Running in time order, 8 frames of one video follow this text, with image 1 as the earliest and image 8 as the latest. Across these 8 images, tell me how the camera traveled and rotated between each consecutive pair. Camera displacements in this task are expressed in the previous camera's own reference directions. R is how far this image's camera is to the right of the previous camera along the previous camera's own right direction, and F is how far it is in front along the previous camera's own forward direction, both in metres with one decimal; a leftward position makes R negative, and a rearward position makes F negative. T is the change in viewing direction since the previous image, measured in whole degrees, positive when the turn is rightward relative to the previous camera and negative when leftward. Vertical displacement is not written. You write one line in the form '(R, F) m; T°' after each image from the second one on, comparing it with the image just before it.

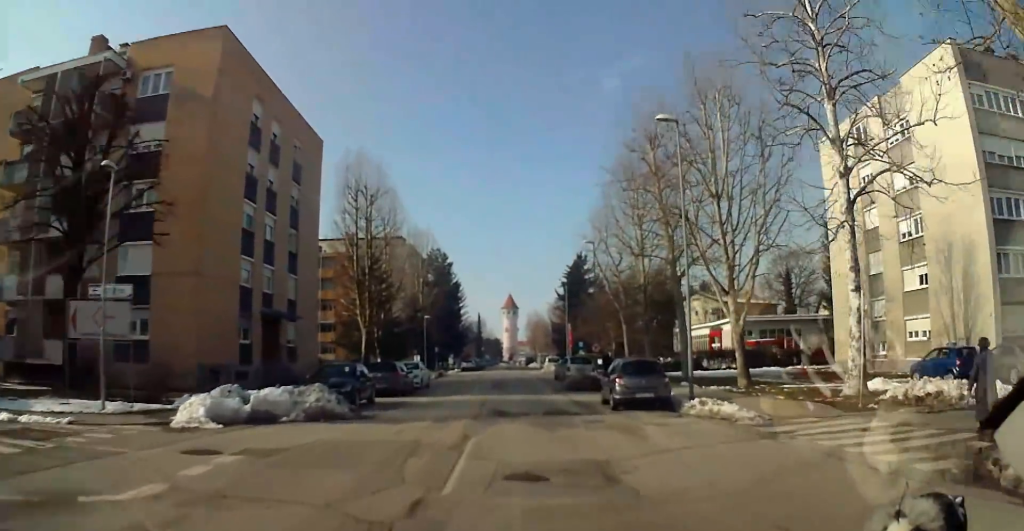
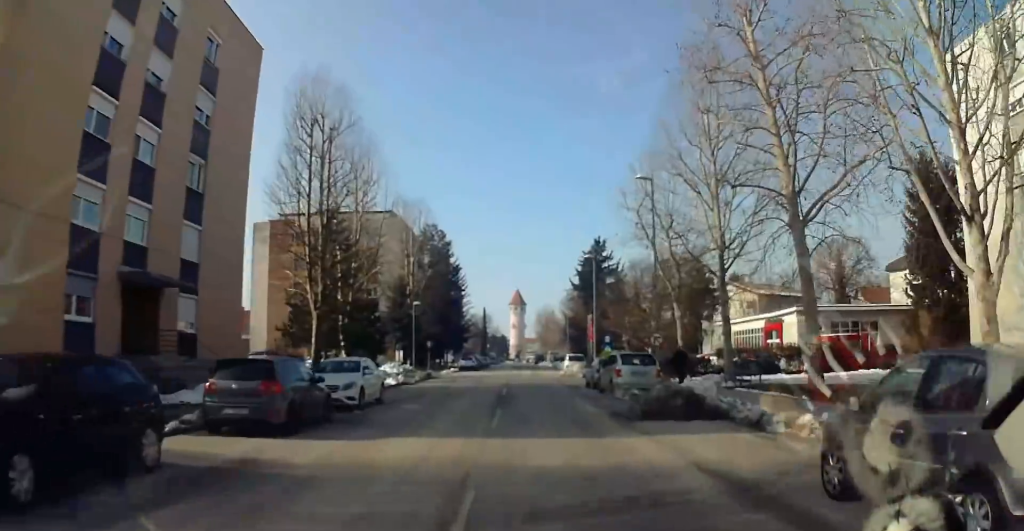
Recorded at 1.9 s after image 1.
(0.0, +15.6) m; -1°
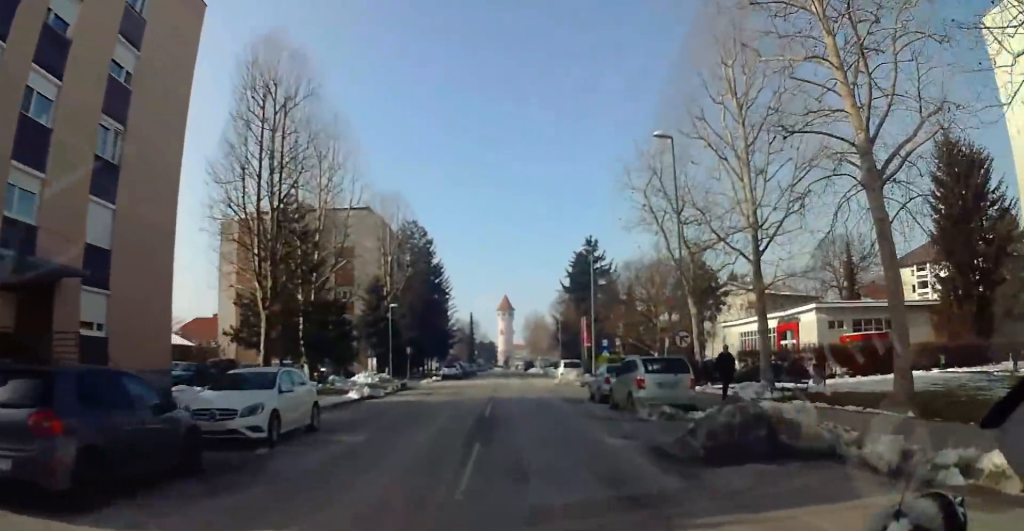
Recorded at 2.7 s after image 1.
(0.0, +6.3) m; 0°
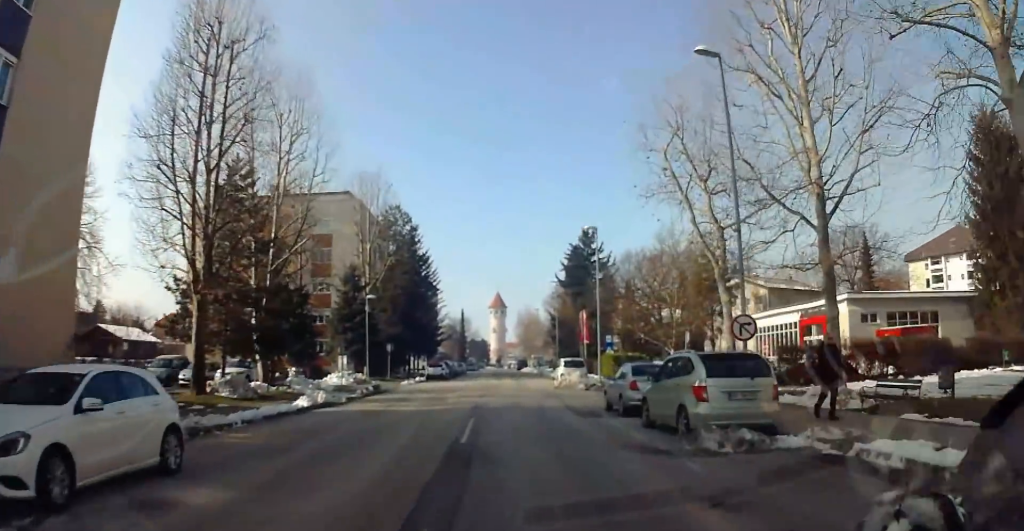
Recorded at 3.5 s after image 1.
(0.0, +6.5) m; 0°
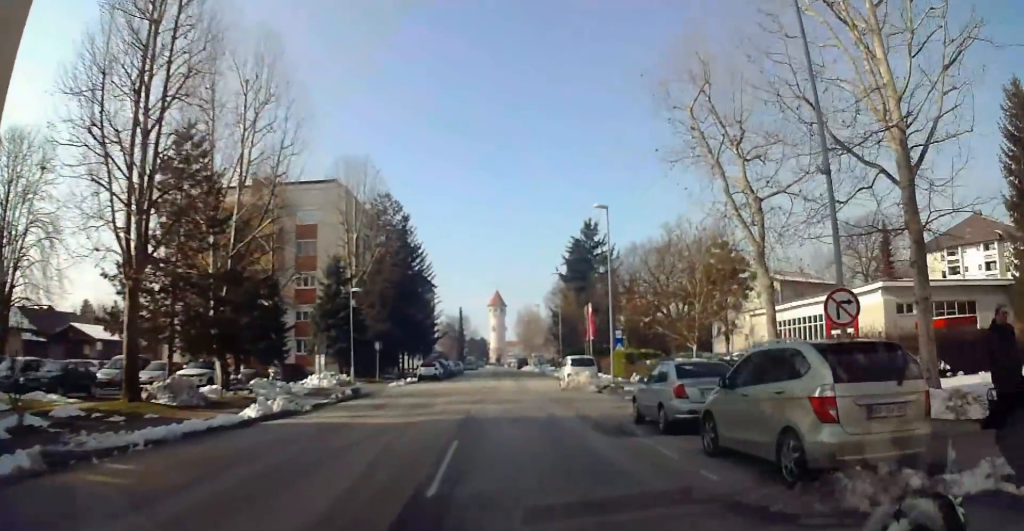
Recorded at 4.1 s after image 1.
(0.0, +4.9) m; 0°
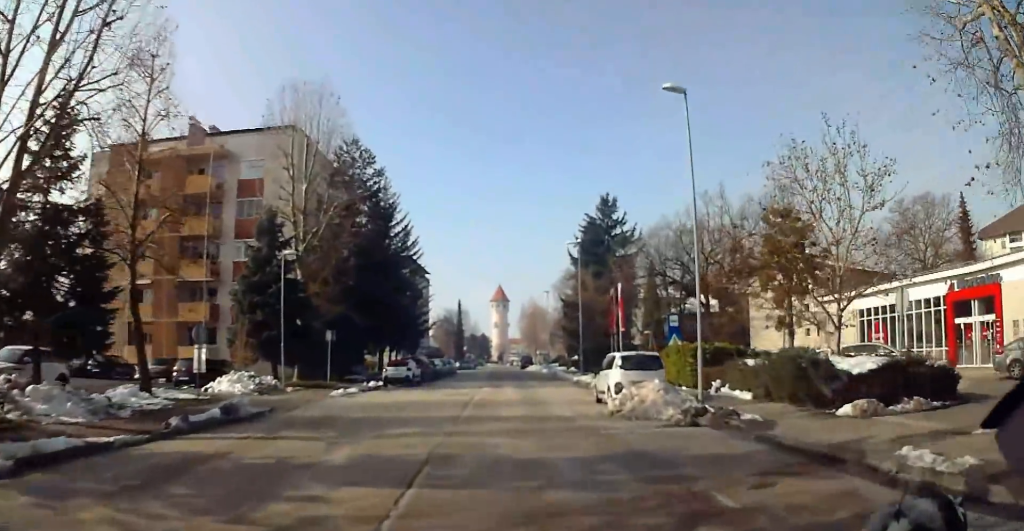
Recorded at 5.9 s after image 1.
(+0.2, +15.0) m; -3°
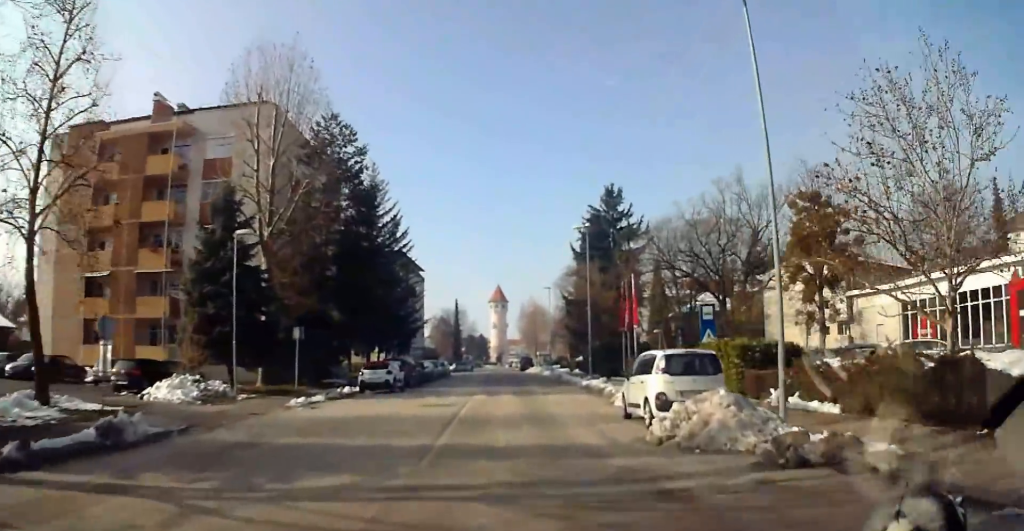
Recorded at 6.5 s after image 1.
(-0.4, +5.7) m; 0°
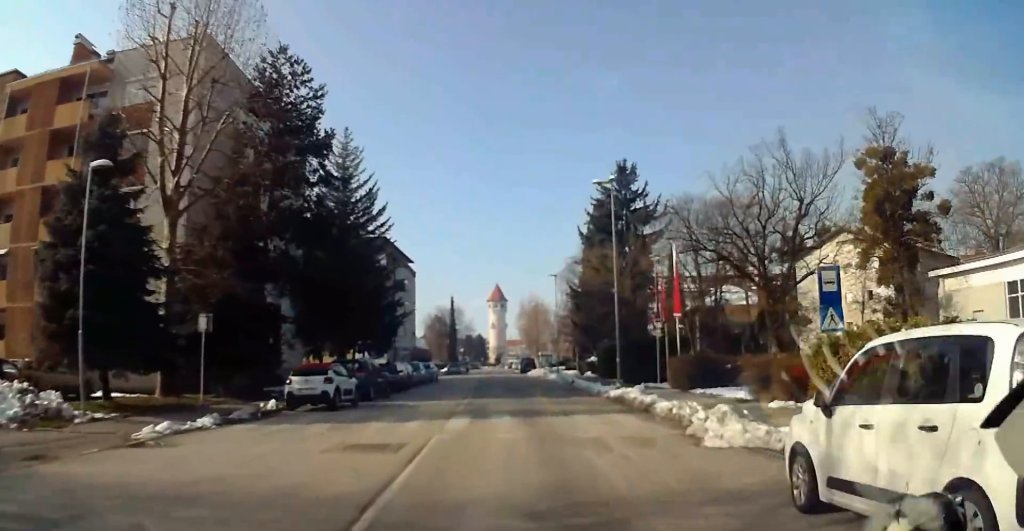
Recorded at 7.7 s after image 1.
(+0.3, +10.4) m; +4°
